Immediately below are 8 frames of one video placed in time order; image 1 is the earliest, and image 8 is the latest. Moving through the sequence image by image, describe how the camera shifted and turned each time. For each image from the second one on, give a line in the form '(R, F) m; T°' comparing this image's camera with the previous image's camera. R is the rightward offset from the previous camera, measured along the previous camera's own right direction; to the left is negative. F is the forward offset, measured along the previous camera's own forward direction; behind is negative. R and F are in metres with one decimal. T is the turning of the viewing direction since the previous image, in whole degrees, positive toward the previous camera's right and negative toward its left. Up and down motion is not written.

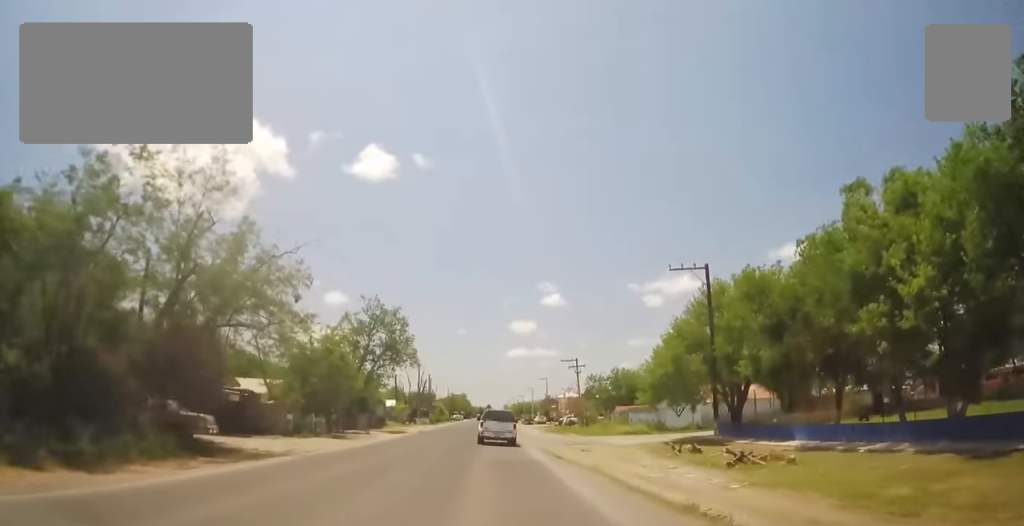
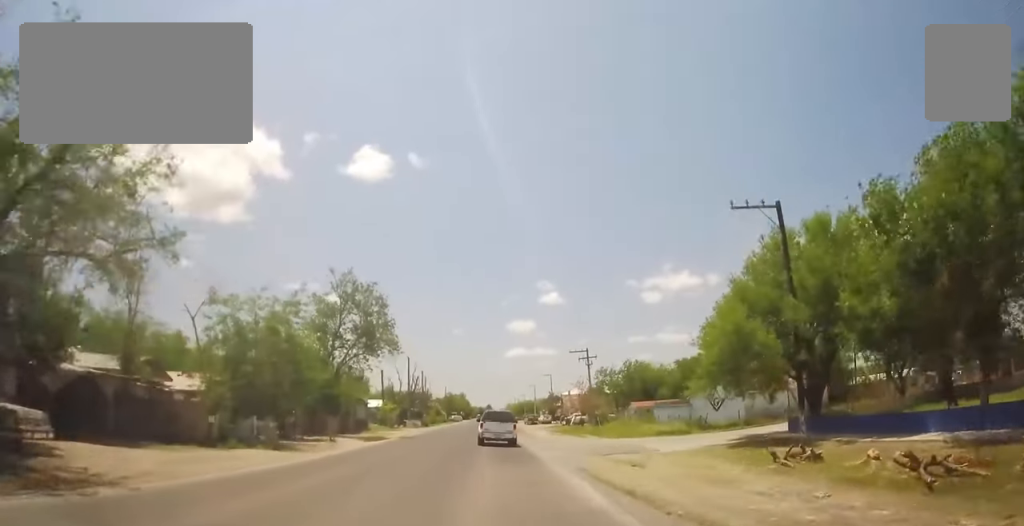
(0.0, +10.2) m; 0°
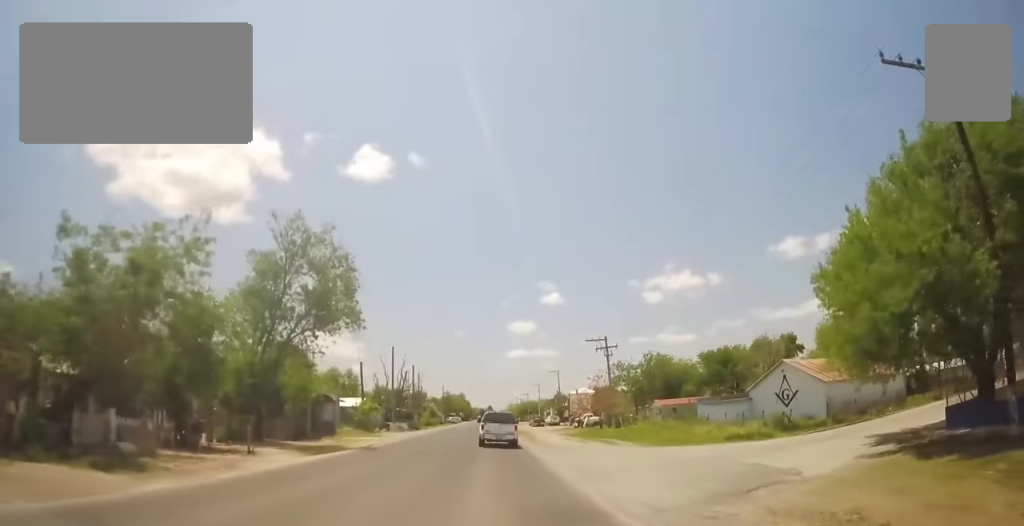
(-0.1, +12.1) m; -1°
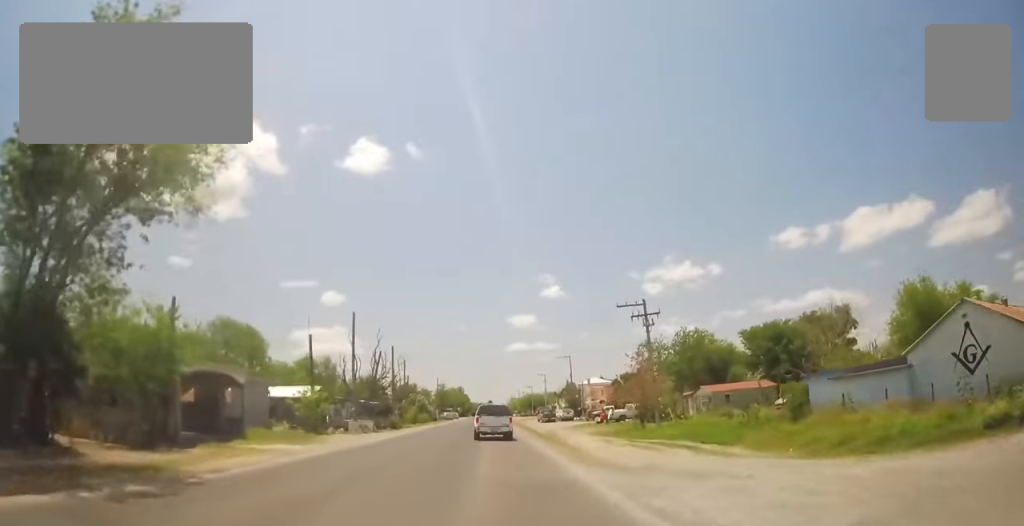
(0.0, +16.9) m; 0°
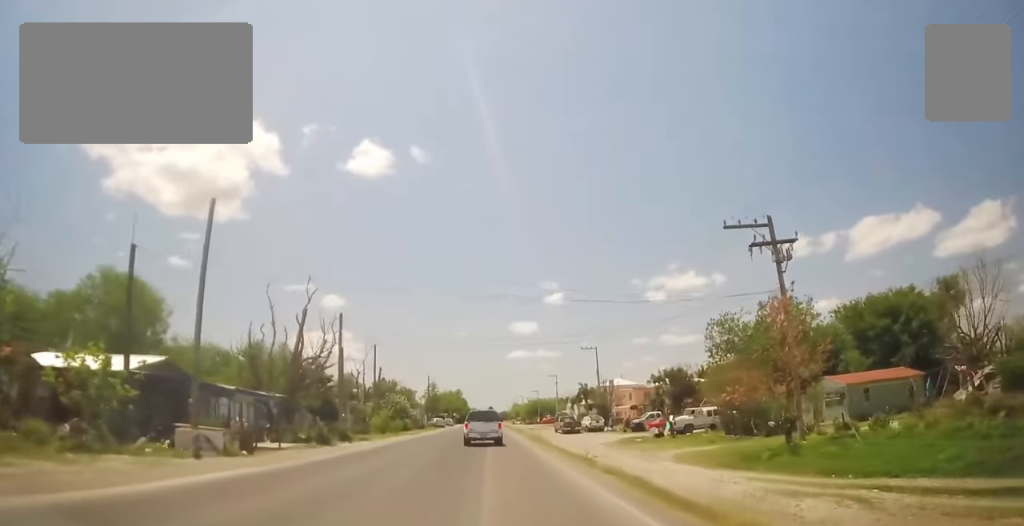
(-0.5, +23.0) m; -2°
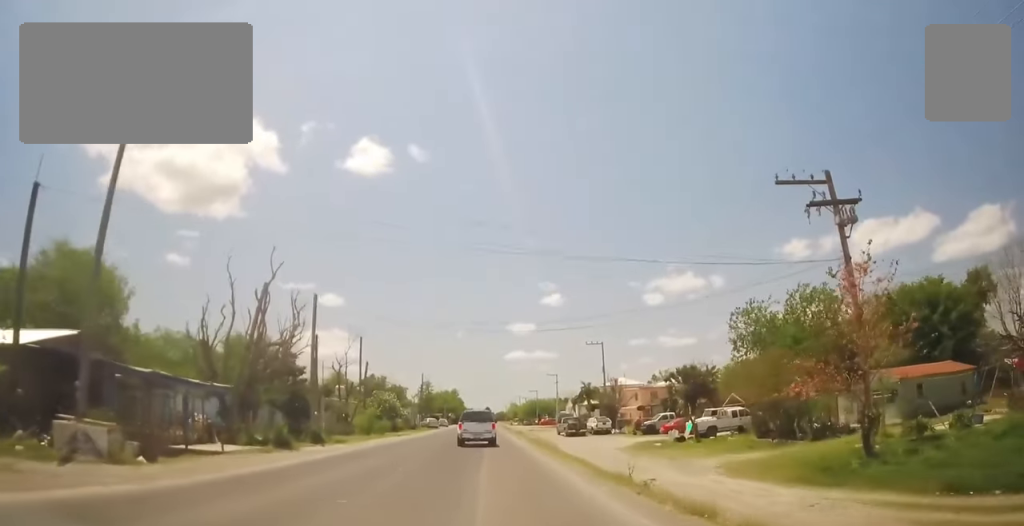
(0.0, +5.6) m; +1°
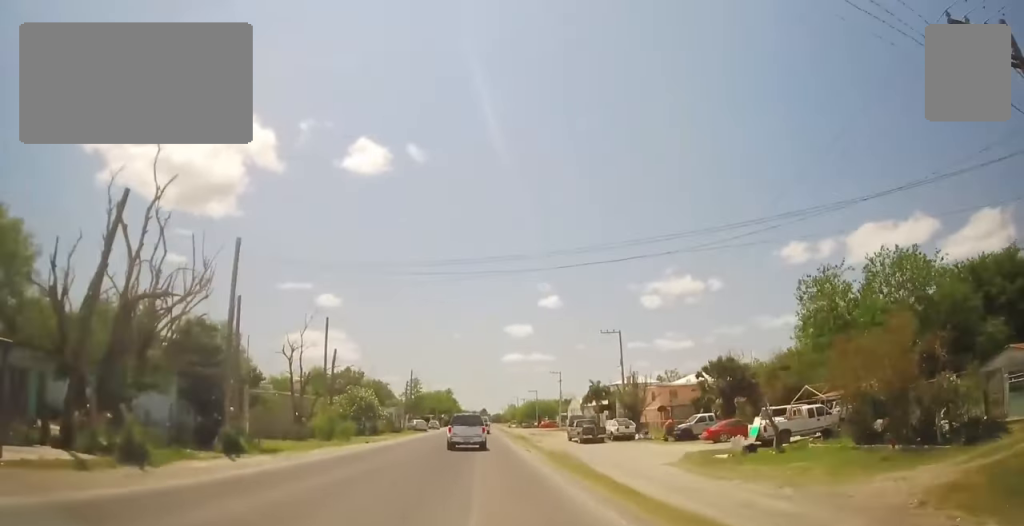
(+0.2, +10.8) m; -1°
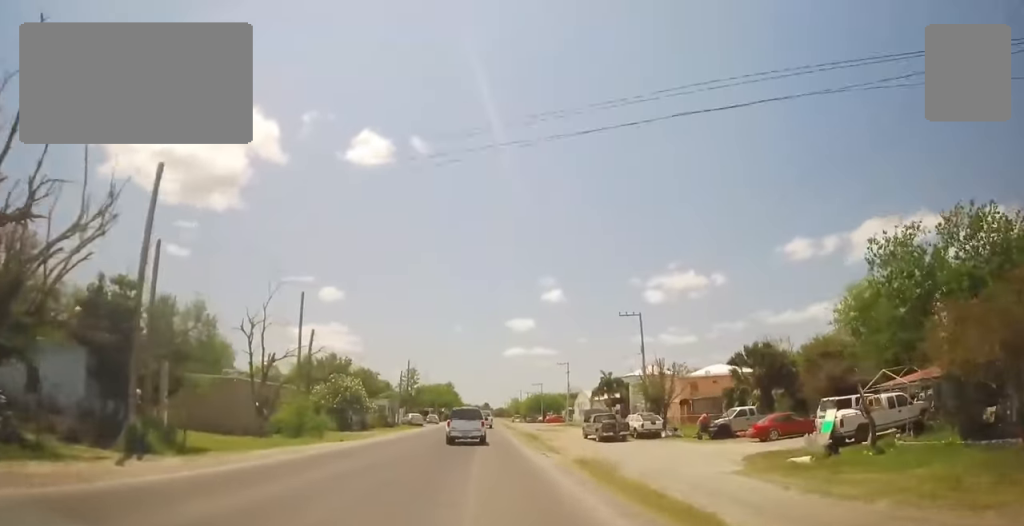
(-0.1, +6.7) m; 0°
